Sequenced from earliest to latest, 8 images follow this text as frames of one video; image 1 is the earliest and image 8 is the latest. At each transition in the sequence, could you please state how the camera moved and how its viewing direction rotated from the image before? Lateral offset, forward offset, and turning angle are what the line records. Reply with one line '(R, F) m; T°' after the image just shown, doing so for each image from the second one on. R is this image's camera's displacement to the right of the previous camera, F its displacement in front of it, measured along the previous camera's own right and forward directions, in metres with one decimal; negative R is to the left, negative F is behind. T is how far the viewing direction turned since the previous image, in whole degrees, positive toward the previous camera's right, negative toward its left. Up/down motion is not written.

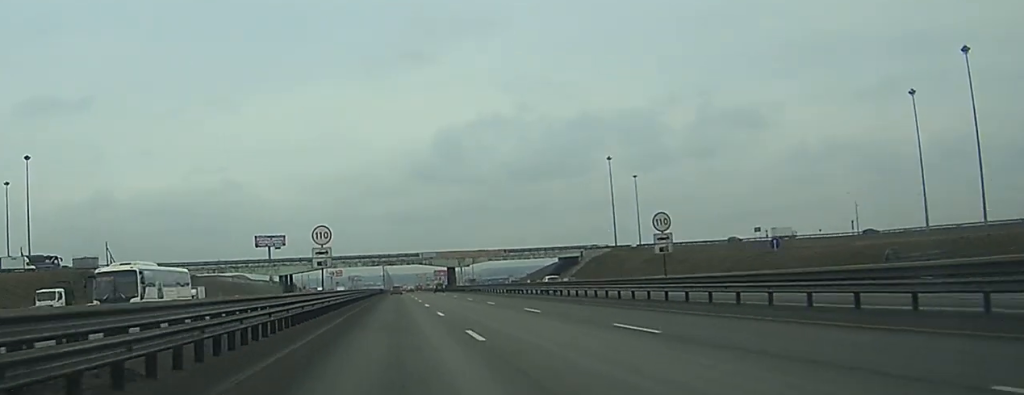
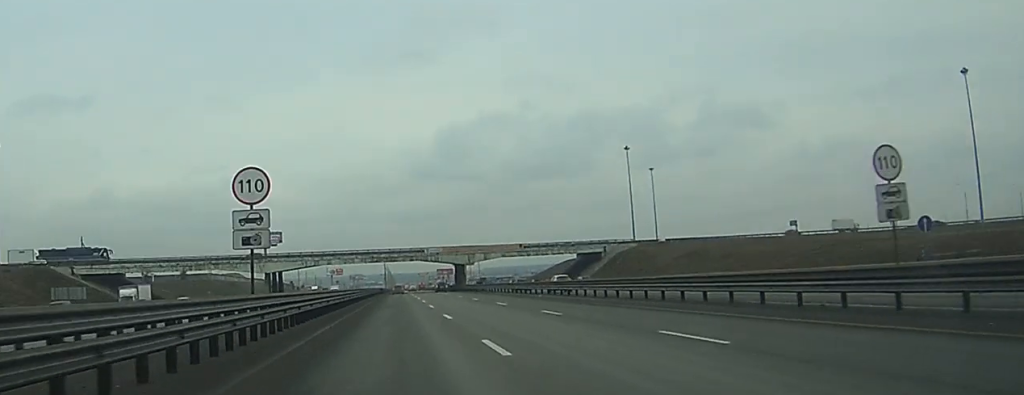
(0.0, +20.4) m; 0°
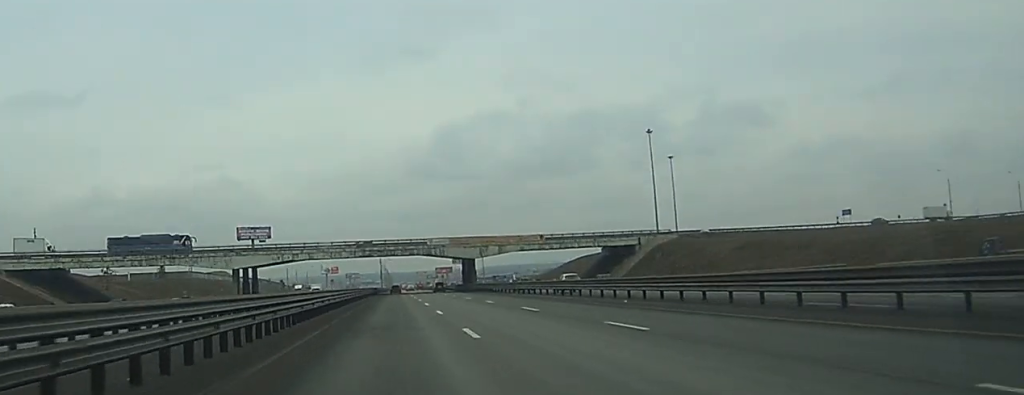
(0.0, +27.3) m; 0°
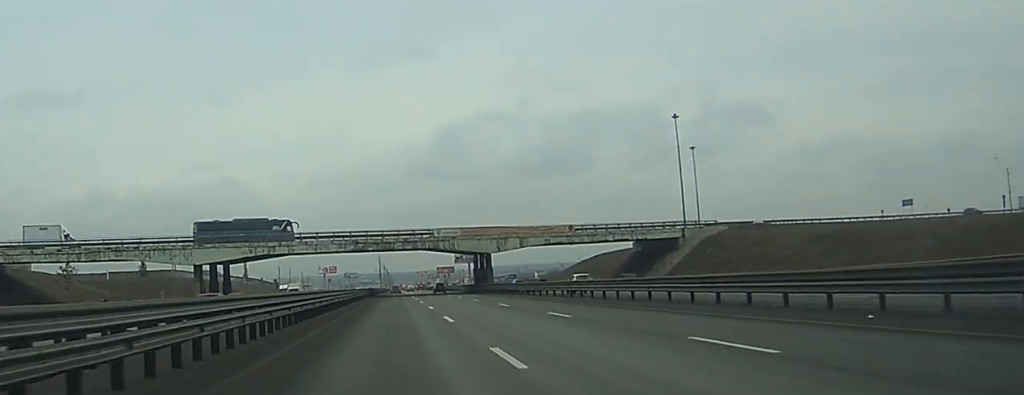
(0.0, +23.0) m; 0°
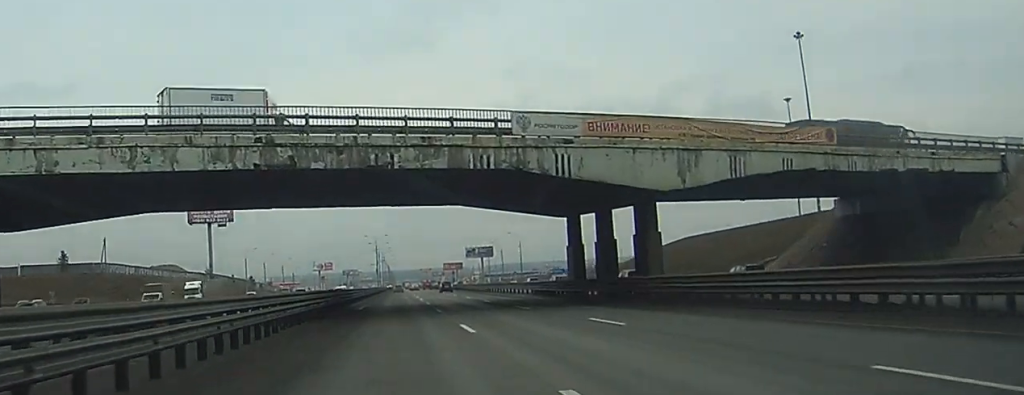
(0.0, +65.9) m; 0°
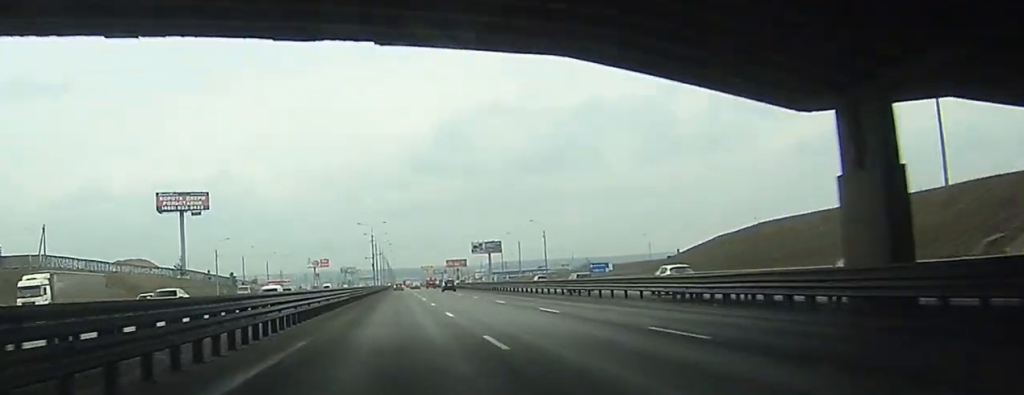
(0.0, +32.1) m; 0°
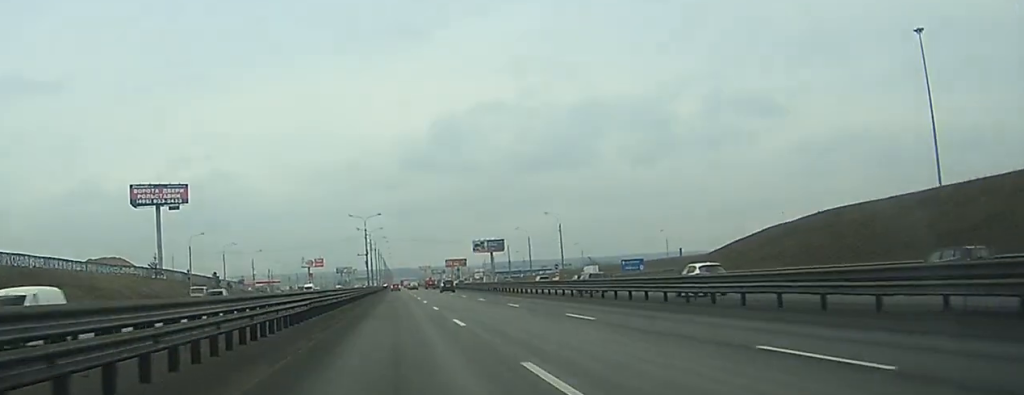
(-0.1, +20.0) m; 0°
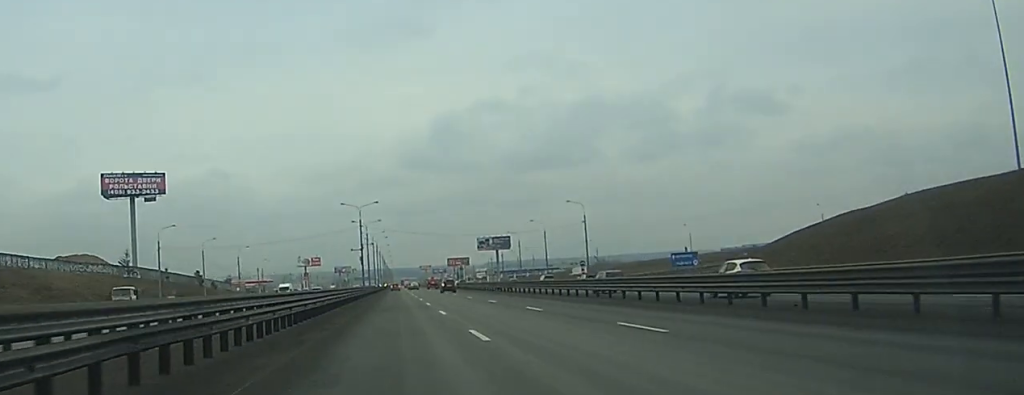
(0.0, +23.8) m; +1°
